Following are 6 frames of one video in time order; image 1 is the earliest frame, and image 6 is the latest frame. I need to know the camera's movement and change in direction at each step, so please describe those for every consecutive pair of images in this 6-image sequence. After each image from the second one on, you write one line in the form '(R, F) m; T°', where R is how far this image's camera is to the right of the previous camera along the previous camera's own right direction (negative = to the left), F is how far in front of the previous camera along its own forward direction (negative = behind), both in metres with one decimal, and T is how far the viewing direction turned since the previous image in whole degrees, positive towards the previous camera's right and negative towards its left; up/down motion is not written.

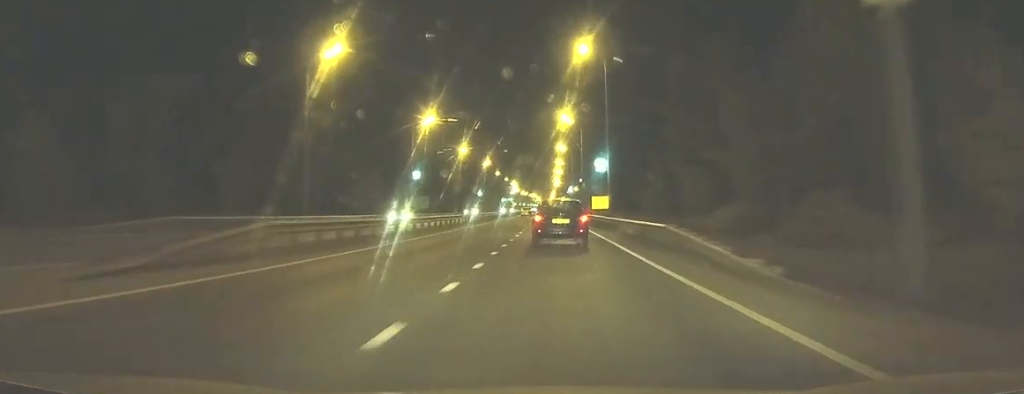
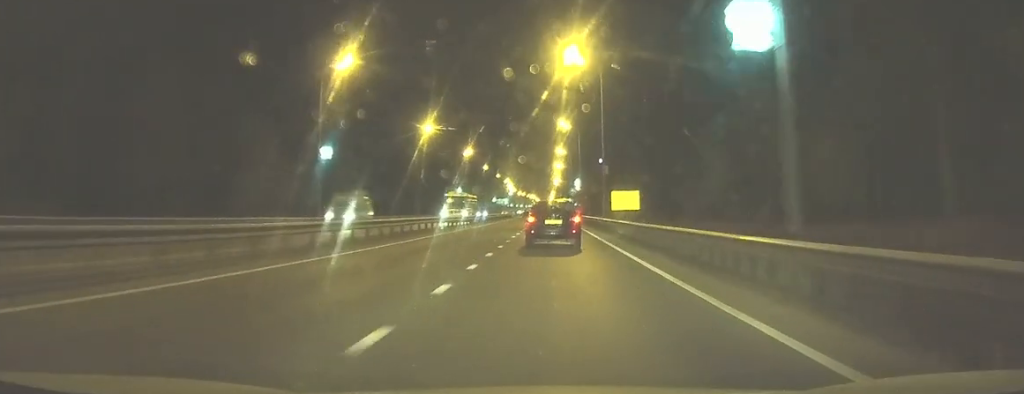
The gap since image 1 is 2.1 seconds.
(0.0, +36.0) m; 0°
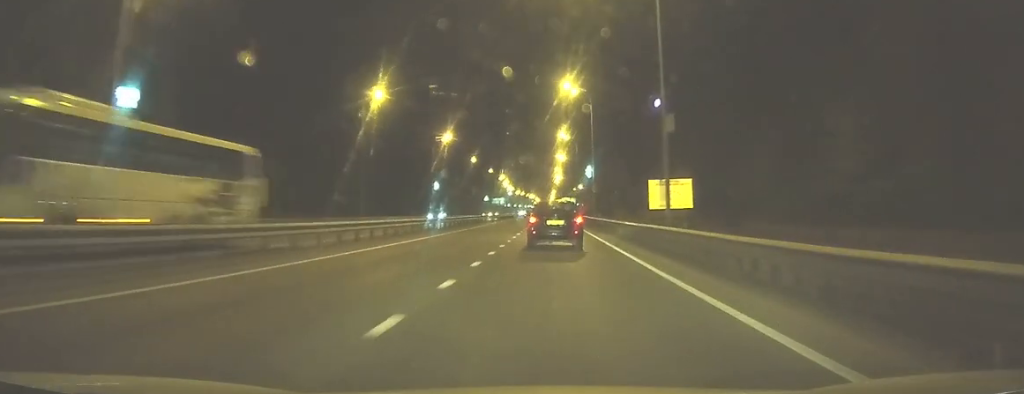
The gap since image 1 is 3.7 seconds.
(0.0, +27.2) m; 0°
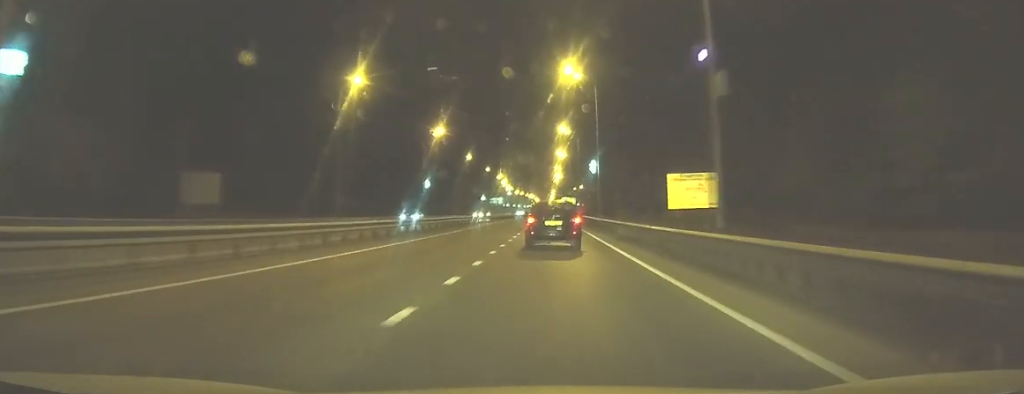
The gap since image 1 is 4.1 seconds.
(0.0, +7.4) m; 0°
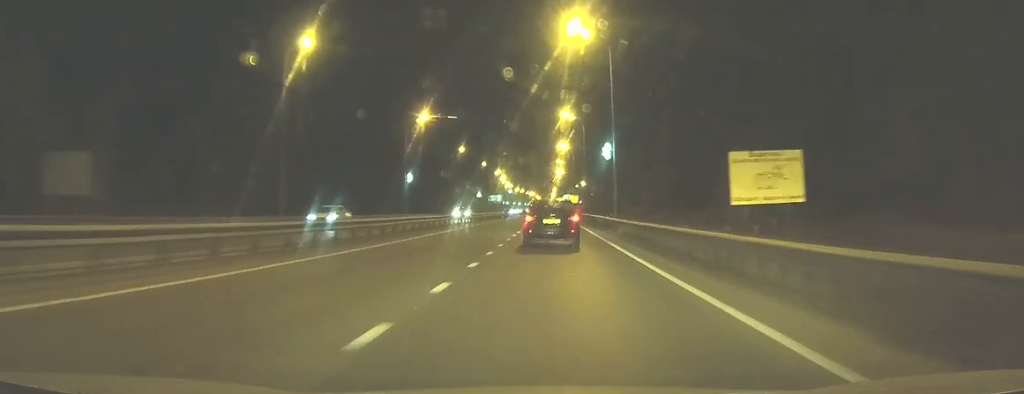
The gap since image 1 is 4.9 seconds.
(0.0, +13.0) m; 0°
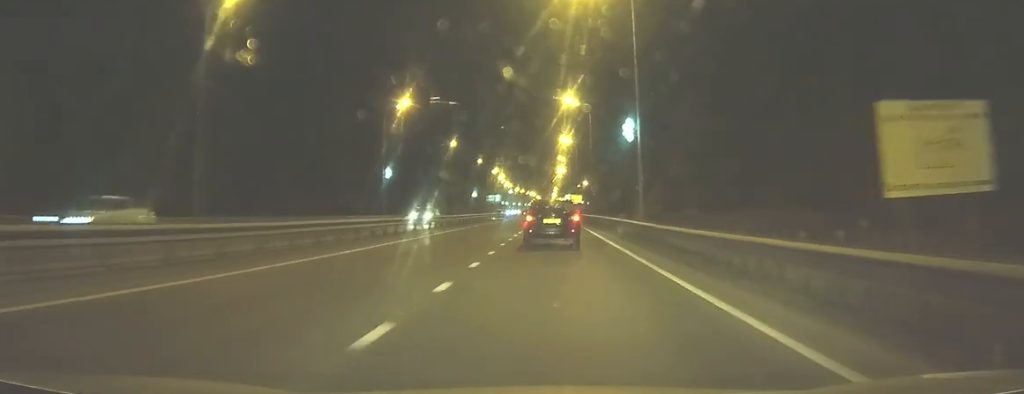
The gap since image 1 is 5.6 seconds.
(0.0, +11.8) m; 0°
